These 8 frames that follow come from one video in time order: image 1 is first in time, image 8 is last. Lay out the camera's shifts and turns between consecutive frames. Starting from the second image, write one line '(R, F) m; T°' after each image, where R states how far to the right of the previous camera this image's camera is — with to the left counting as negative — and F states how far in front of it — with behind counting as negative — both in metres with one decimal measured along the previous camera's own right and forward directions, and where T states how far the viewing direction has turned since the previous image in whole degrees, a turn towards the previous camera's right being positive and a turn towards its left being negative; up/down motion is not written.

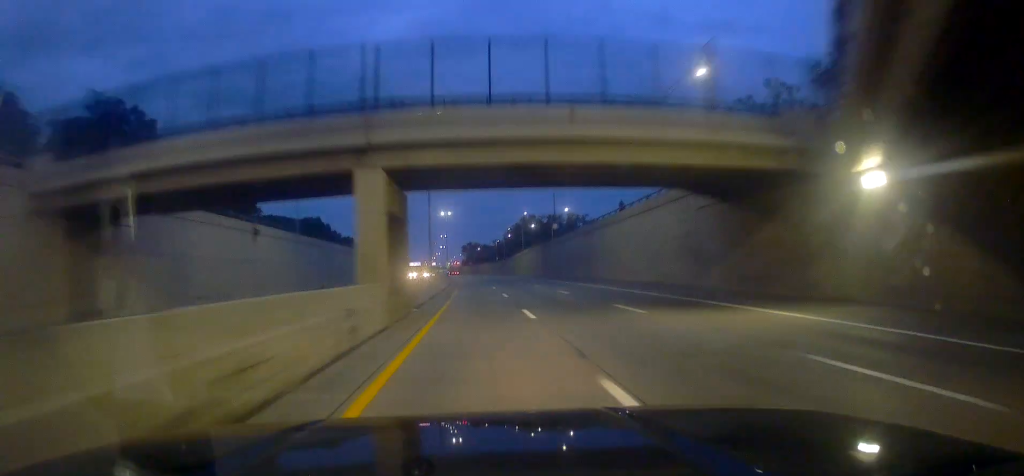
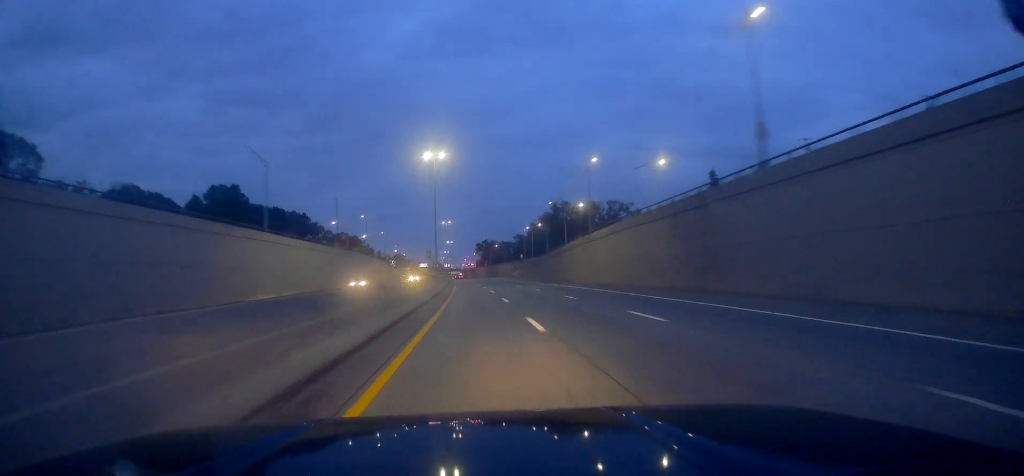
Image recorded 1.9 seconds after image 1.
(-0.5, +63.9) m; -1°
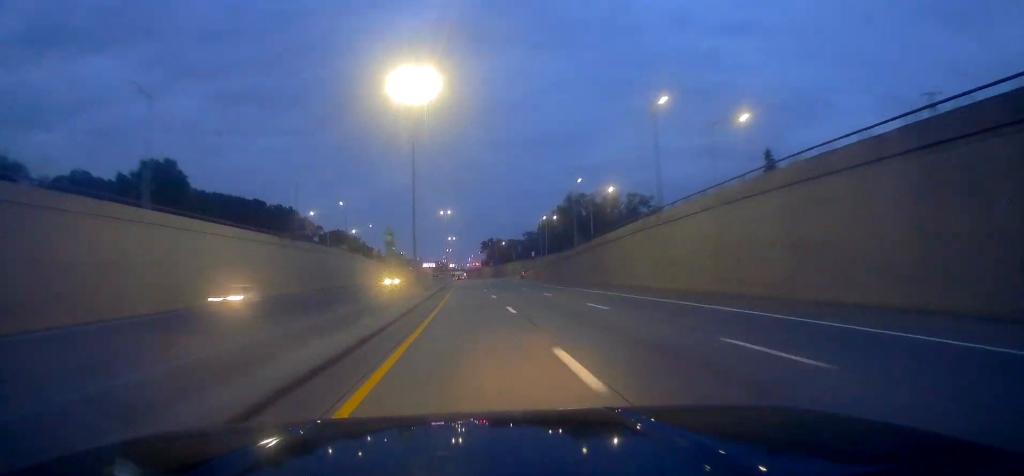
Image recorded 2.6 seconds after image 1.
(-0.3, +23.4) m; 0°
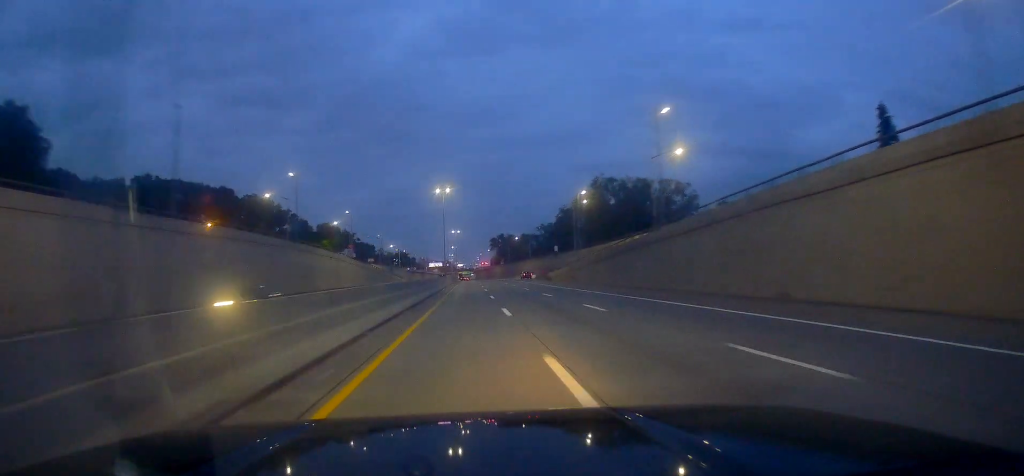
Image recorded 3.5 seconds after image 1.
(+0.5, +31.2) m; 0°
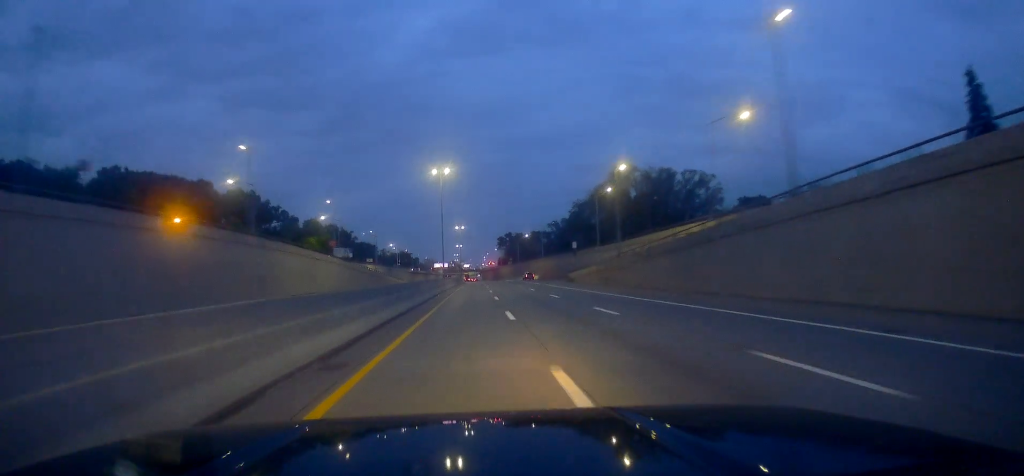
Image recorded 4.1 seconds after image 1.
(-0.3, +17.8) m; -1°
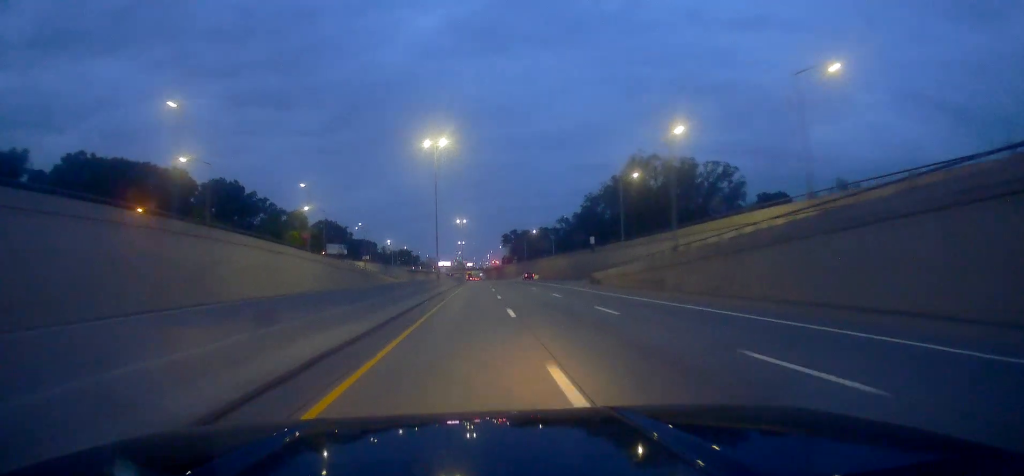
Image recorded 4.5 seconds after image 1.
(-0.1, +14.4) m; -1°
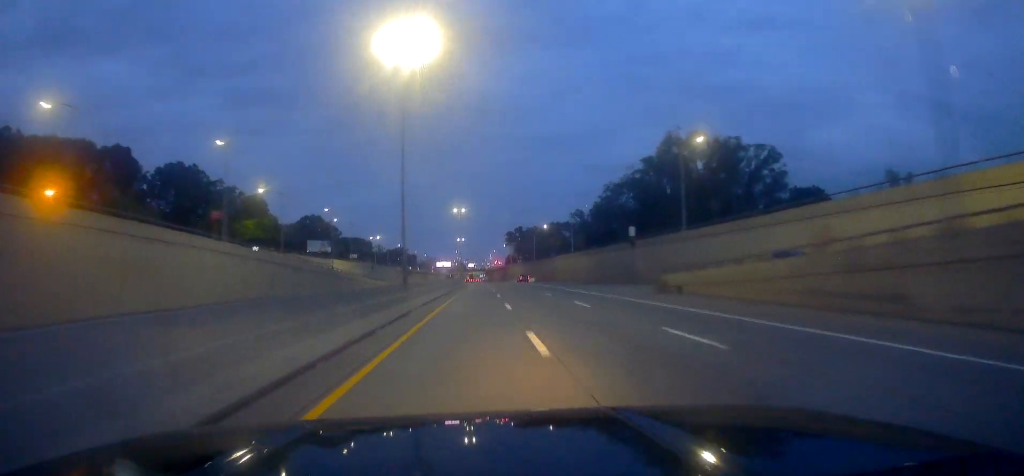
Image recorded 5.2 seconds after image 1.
(-0.2, +24.5) m; -1°
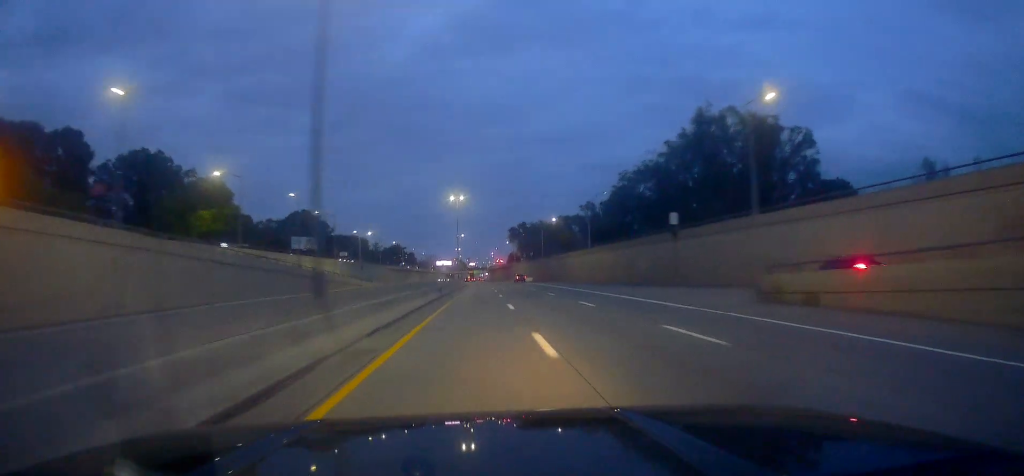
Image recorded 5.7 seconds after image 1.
(-0.1, +15.6) m; 0°
